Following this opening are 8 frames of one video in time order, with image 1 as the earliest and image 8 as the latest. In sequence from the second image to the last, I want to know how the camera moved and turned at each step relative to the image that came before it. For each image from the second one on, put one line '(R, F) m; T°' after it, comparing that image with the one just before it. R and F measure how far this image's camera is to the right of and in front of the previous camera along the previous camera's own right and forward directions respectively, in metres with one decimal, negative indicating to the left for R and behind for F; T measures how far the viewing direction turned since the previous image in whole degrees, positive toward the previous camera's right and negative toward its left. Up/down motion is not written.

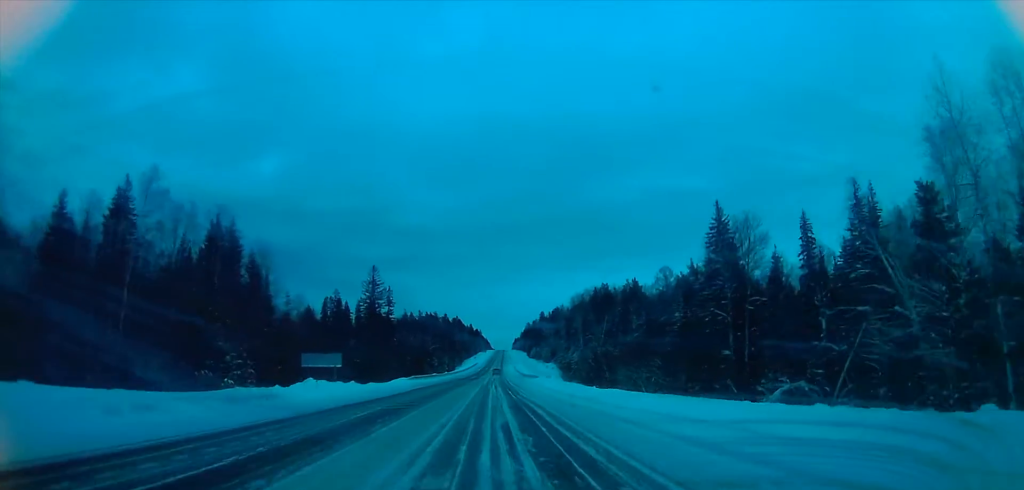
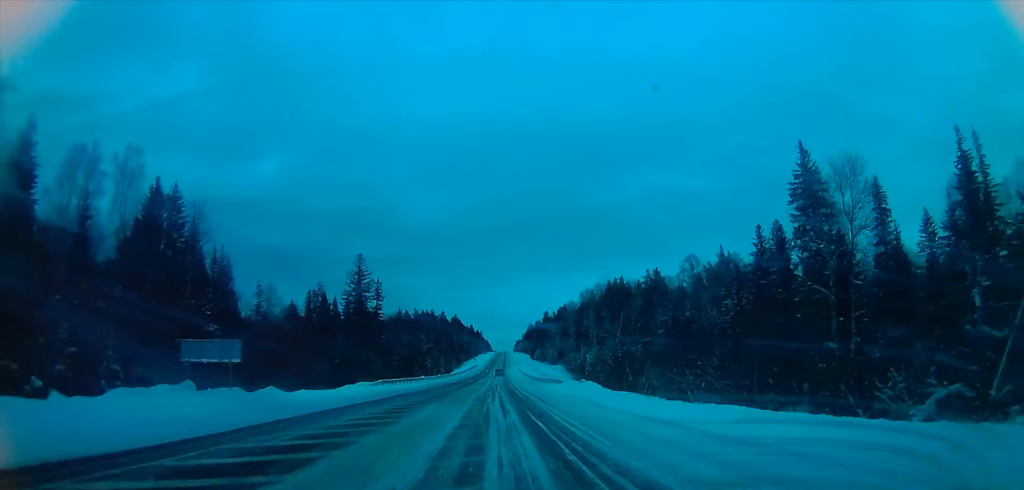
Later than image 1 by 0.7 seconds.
(+0.2, +19.3) m; +1°
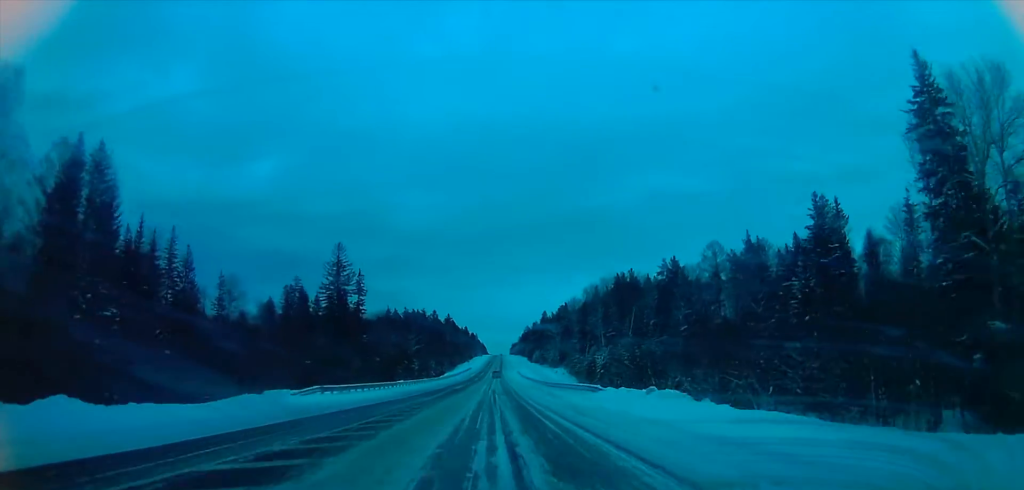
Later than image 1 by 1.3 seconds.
(+0.1, +15.8) m; +1°
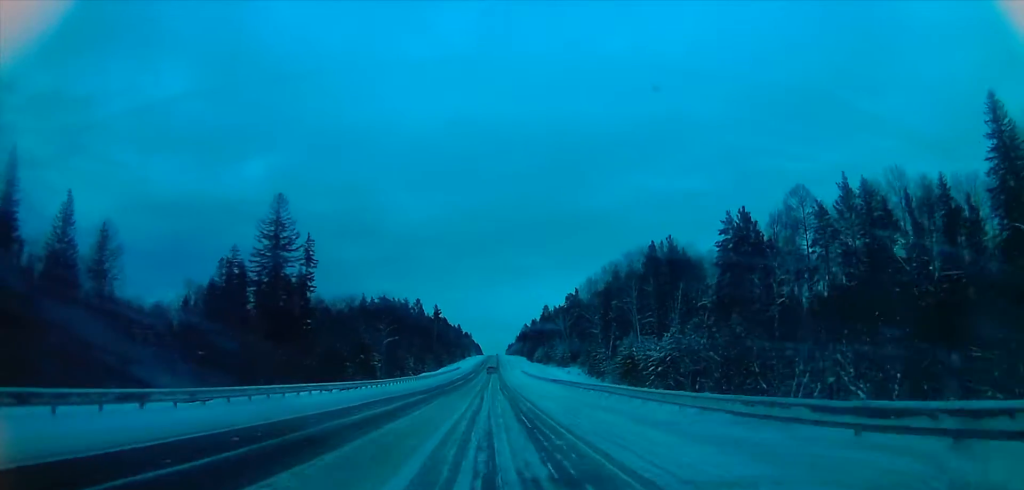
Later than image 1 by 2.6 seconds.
(+0.3, +37.4) m; 0°
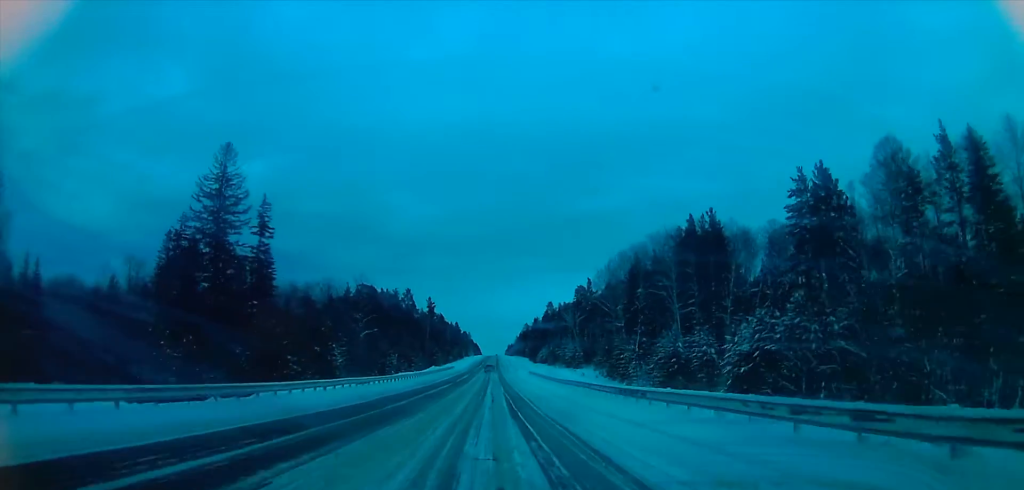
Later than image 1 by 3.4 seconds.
(0.0, +25.4) m; 0°
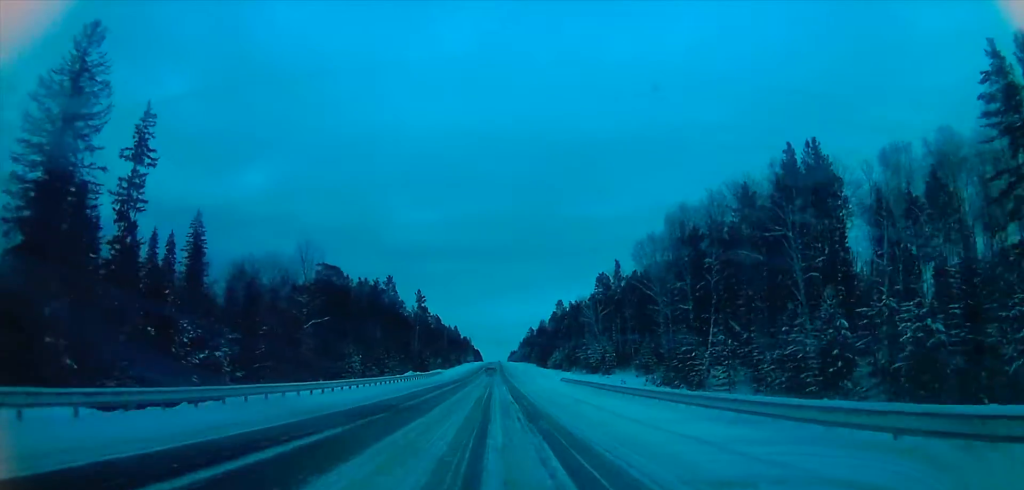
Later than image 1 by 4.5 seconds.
(+0.1, +37.1) m; 0°
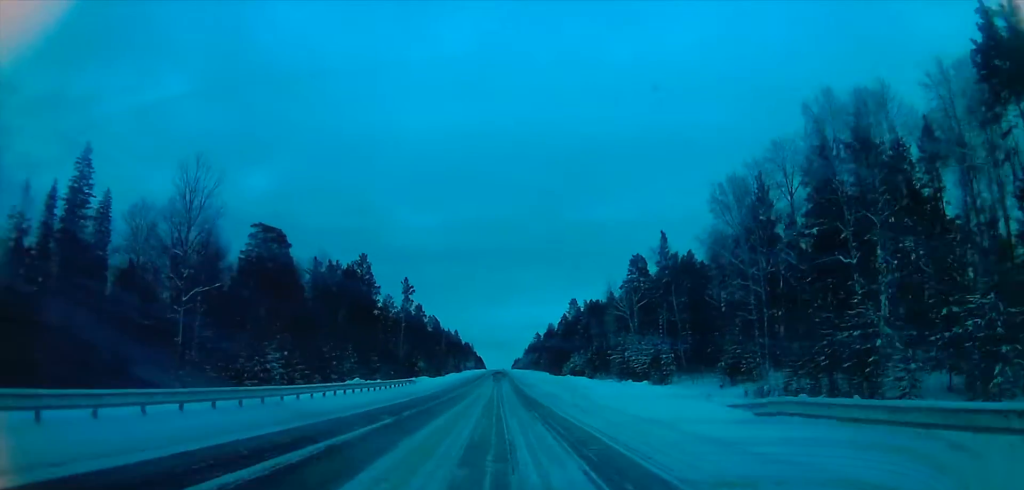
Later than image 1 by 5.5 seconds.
(0.0, +36.7) m; 0°
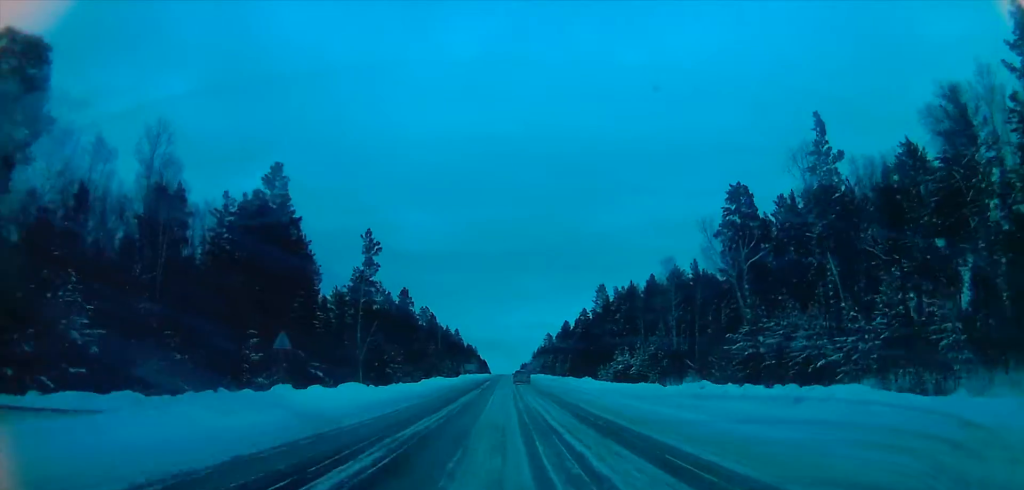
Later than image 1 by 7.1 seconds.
(-0.2, +55.4) m; 0°
